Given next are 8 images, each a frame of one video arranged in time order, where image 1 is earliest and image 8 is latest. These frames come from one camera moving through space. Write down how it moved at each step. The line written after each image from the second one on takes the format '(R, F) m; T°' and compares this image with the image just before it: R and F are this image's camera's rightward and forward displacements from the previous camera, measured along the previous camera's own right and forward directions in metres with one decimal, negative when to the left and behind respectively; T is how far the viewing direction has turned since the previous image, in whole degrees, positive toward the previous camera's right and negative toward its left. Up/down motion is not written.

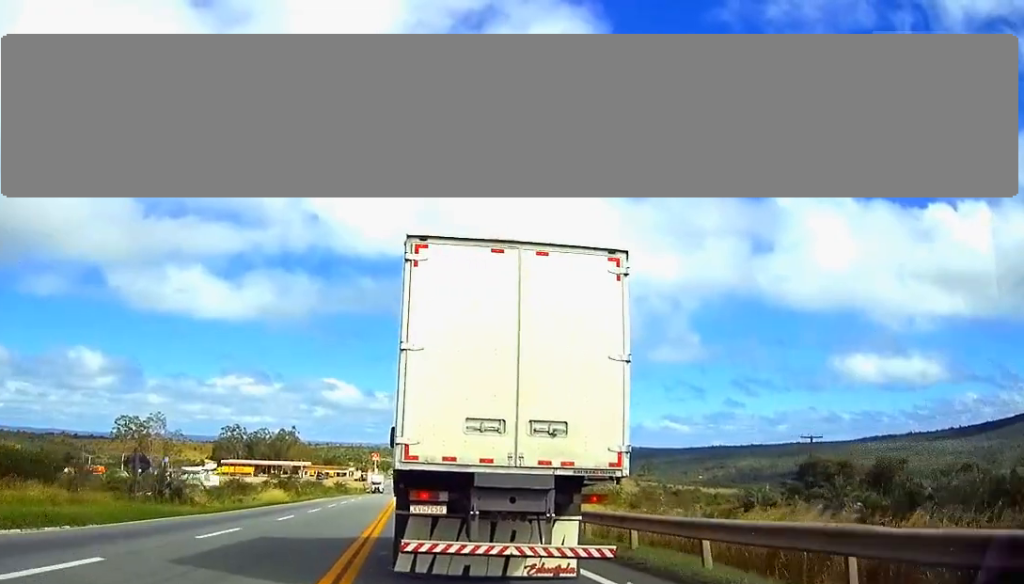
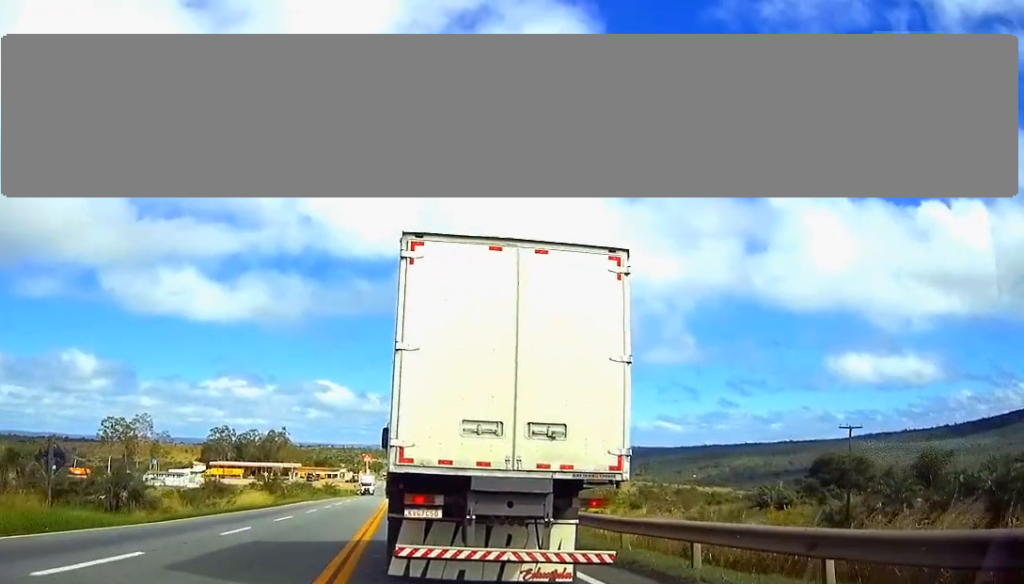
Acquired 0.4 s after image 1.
(0.0, +7.7) m; 0°
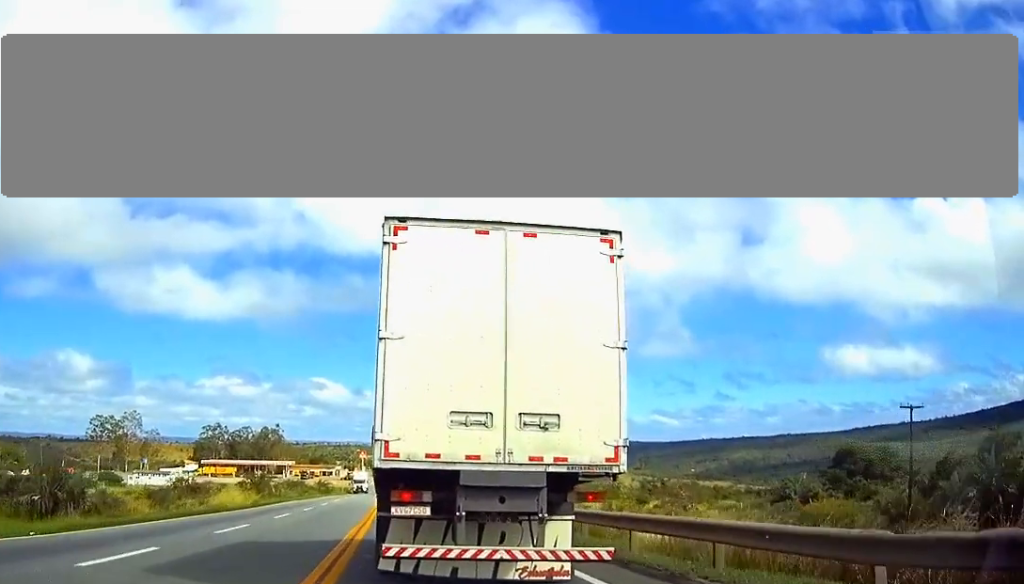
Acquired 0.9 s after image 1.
(0.0, +9.0) m; 0°
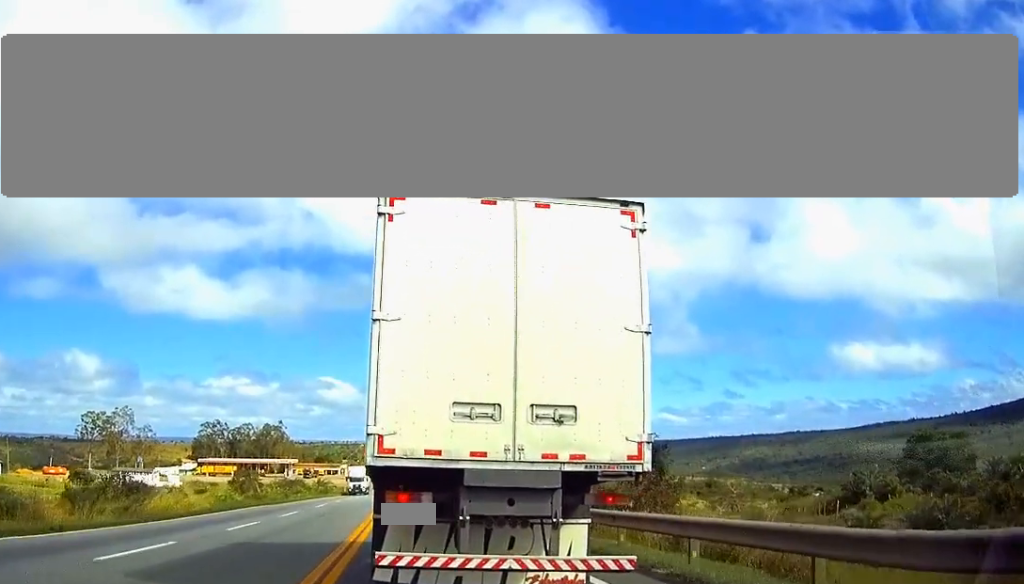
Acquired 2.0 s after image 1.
(0.0, +18.5) m; 0°
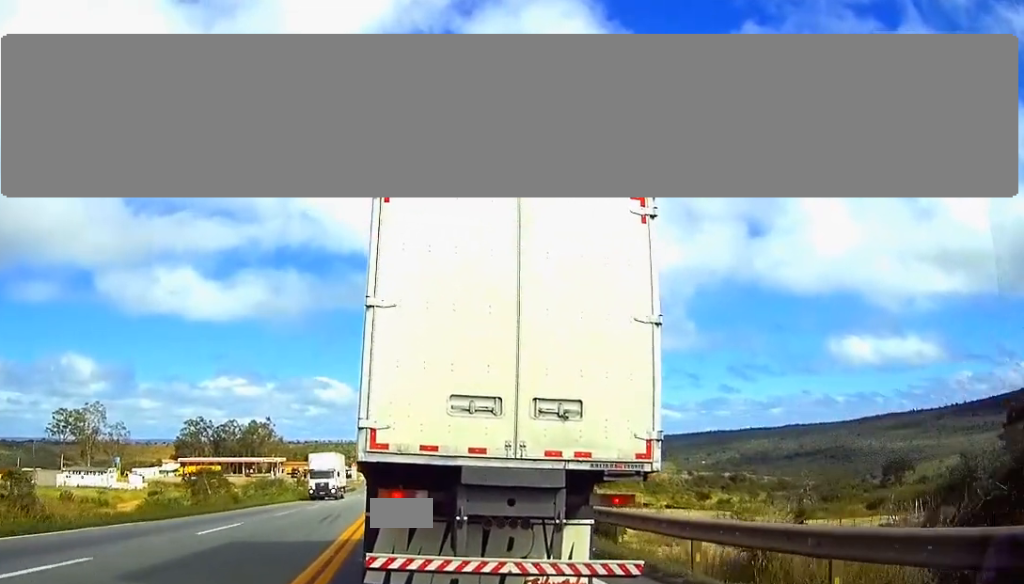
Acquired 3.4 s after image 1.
(-0.1, +24.4) m; -1°
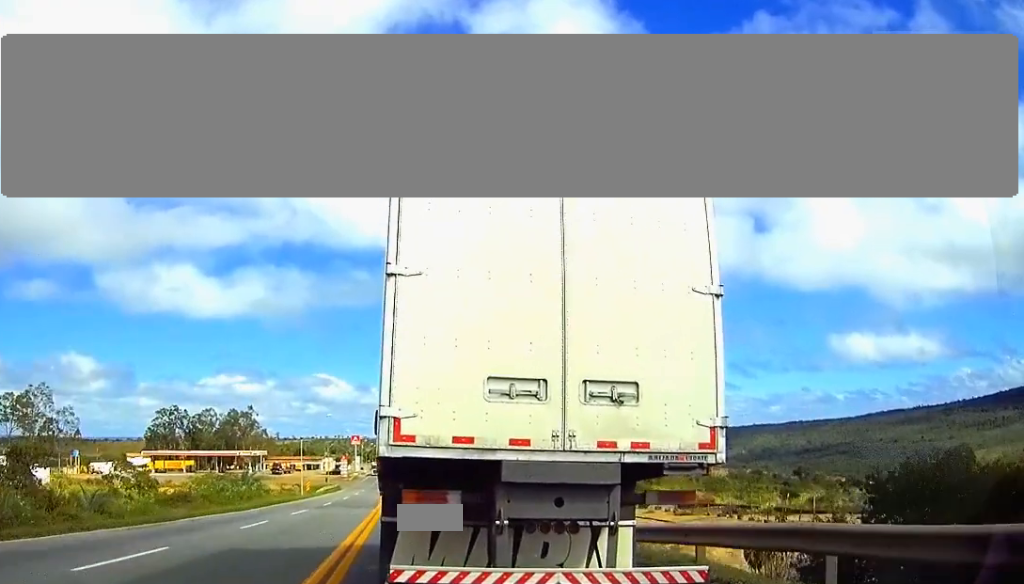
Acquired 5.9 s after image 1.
(0.0, +43.7) m; 0°
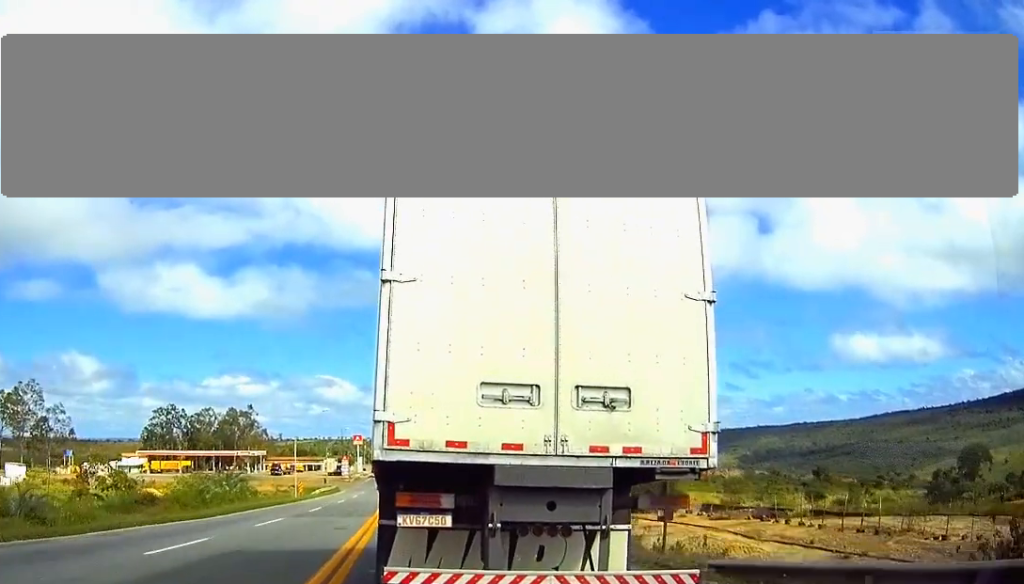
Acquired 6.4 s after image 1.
(+0.1, +9.1) m; 0°
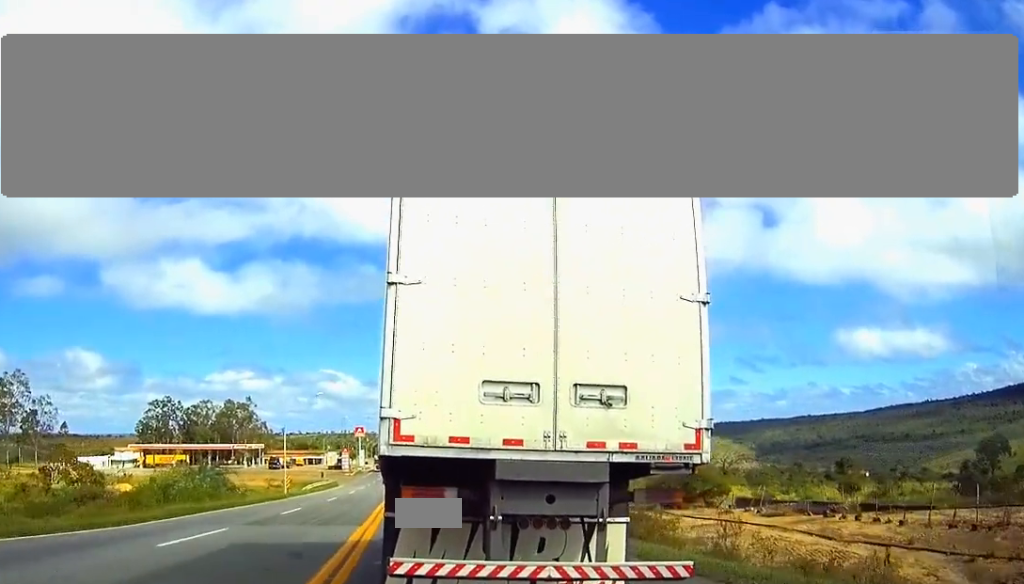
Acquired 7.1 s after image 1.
(0.0, +10.6) m; 0°
